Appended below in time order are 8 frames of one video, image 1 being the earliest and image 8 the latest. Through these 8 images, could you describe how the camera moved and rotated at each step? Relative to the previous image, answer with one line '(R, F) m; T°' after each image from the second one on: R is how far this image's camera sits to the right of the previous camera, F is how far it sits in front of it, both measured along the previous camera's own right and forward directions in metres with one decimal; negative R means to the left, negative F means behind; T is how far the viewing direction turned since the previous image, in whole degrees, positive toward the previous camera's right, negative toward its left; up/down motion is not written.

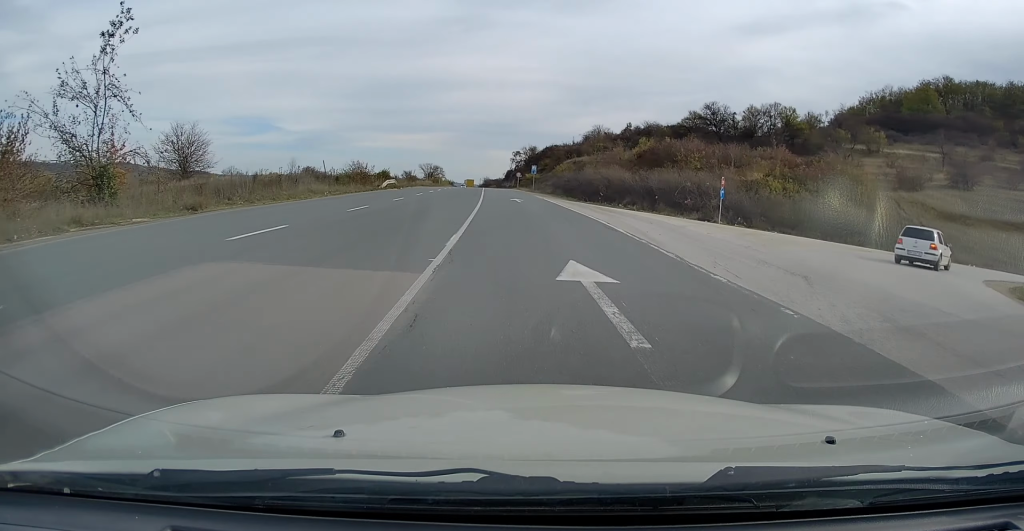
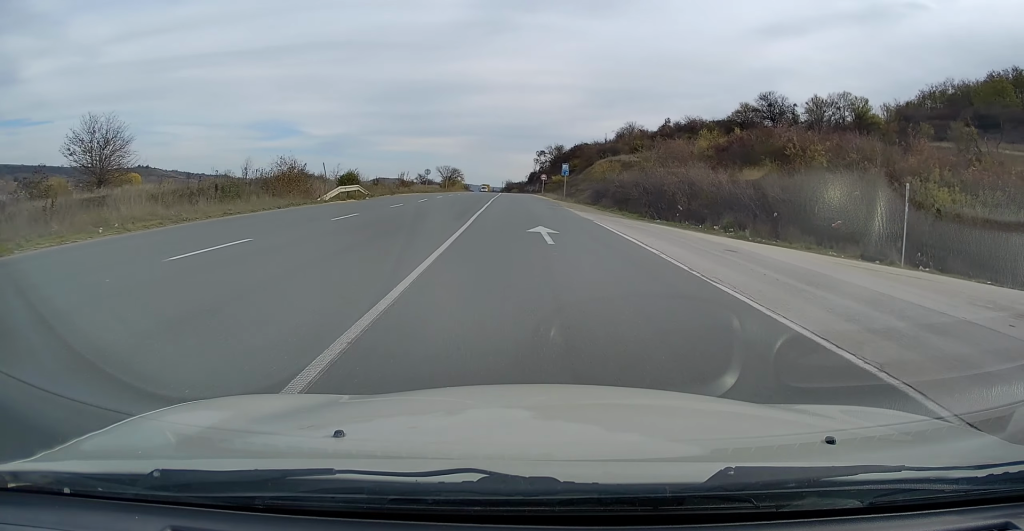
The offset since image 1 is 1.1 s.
(0.0, +19.6) m; -1°
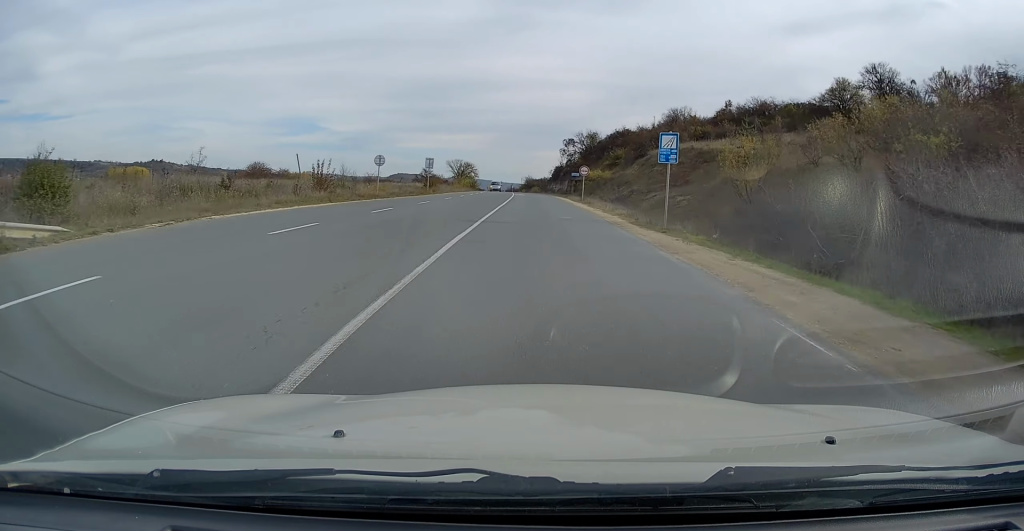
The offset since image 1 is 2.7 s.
(-1.1, +31.0) m; -3°
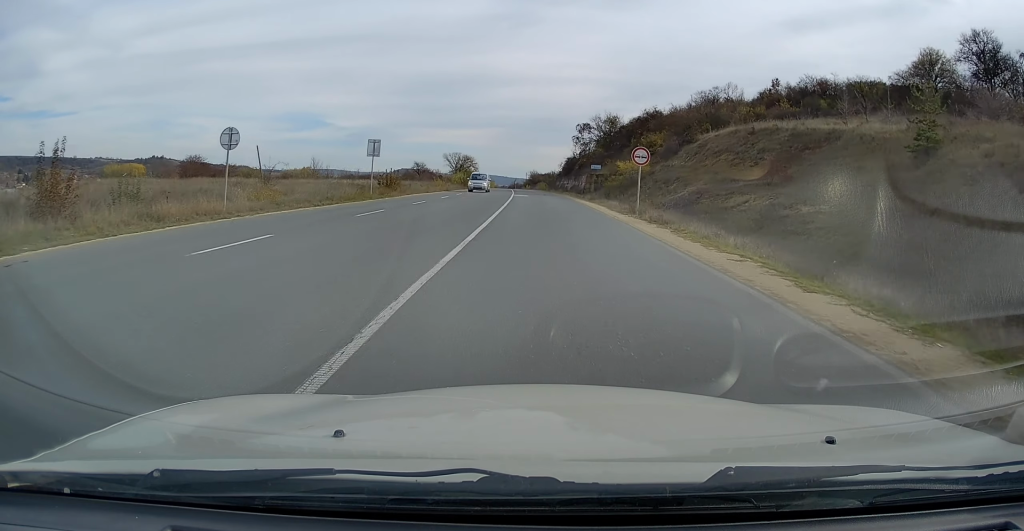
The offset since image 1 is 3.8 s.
(+0.1, +21.1) m; 0°
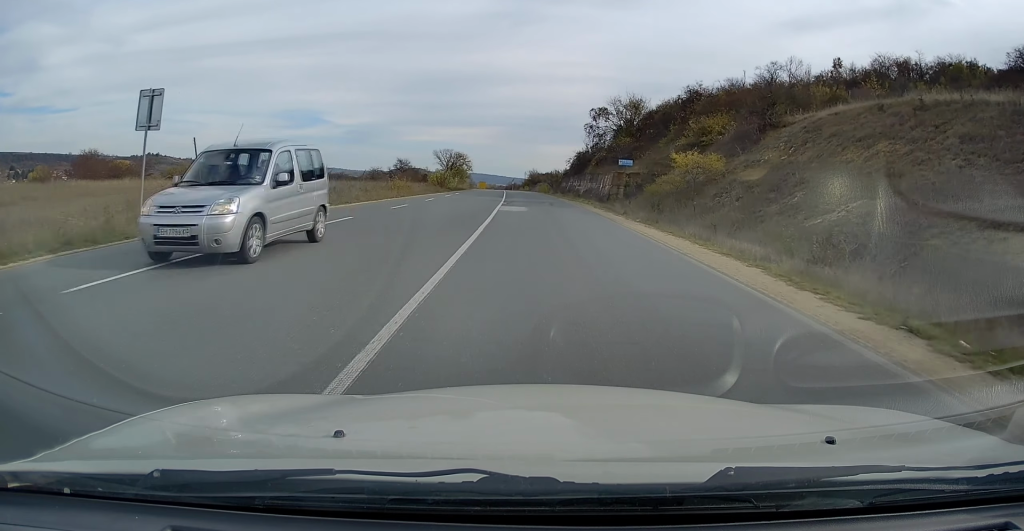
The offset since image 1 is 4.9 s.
(-0.1, +20.3) m; 0°
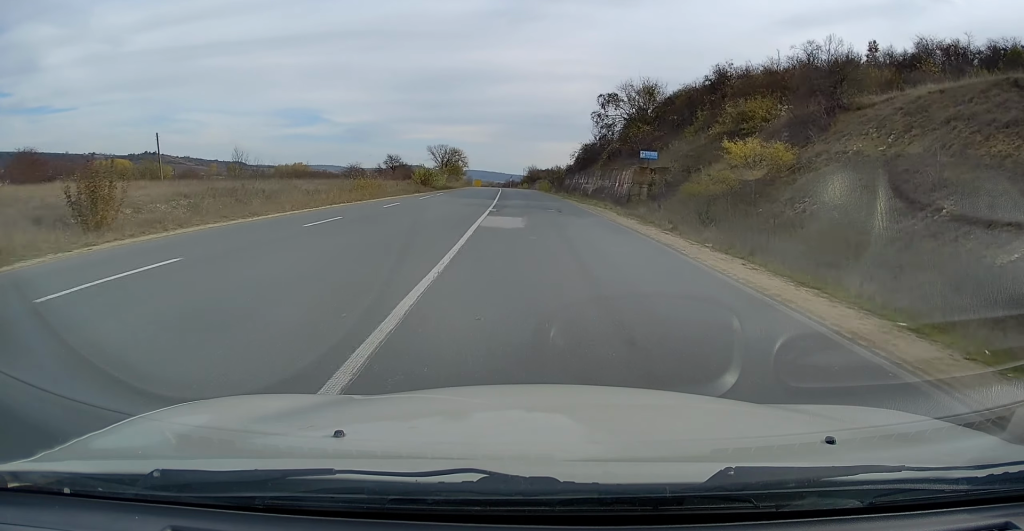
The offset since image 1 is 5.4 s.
(-0.1, +8.8) m; 0°
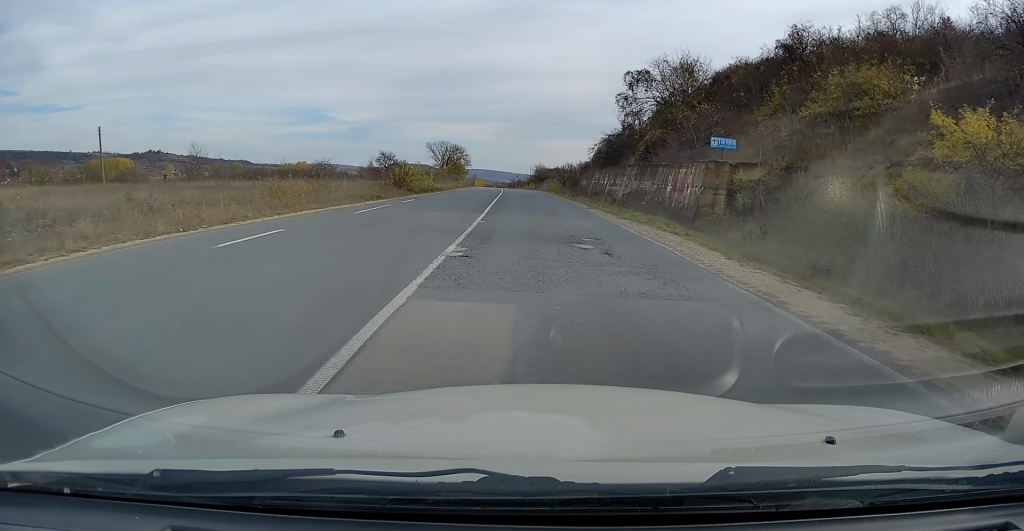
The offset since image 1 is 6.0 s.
(0.0, +12.2) m; 0°
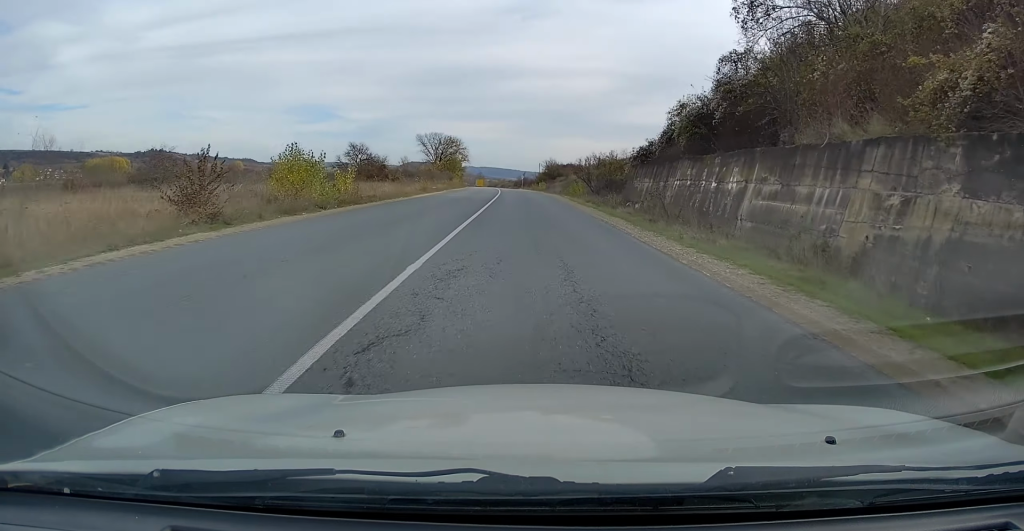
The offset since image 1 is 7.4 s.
(-0.1, +23.8) m; 0°
